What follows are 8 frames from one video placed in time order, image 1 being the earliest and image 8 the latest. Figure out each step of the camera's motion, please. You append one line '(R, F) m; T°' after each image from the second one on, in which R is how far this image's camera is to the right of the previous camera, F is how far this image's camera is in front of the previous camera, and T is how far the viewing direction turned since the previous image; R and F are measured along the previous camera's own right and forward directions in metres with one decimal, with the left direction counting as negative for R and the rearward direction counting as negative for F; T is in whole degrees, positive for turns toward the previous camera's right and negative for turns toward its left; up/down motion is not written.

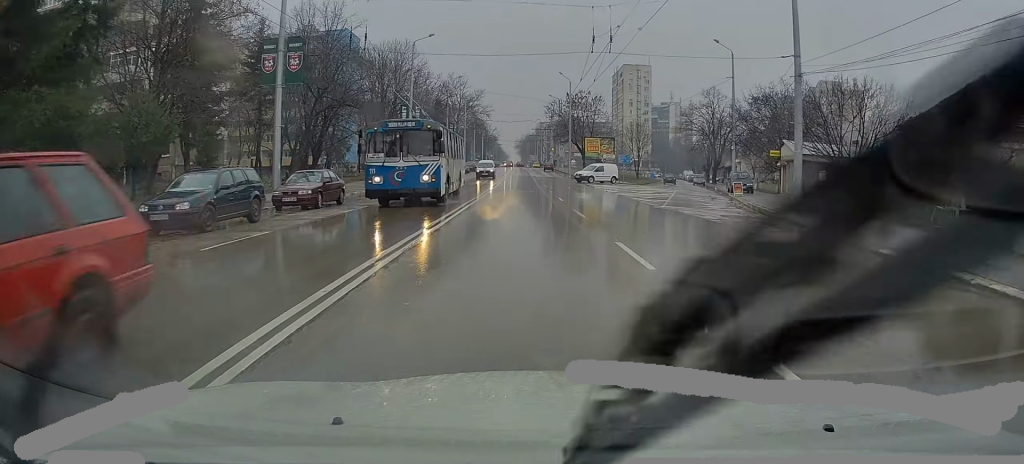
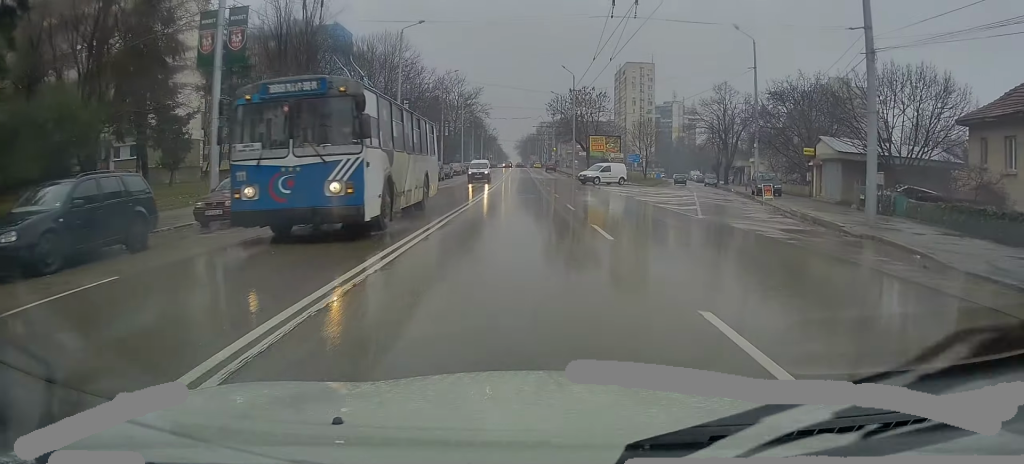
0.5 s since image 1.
(-0.1, +6.0) m; -1°
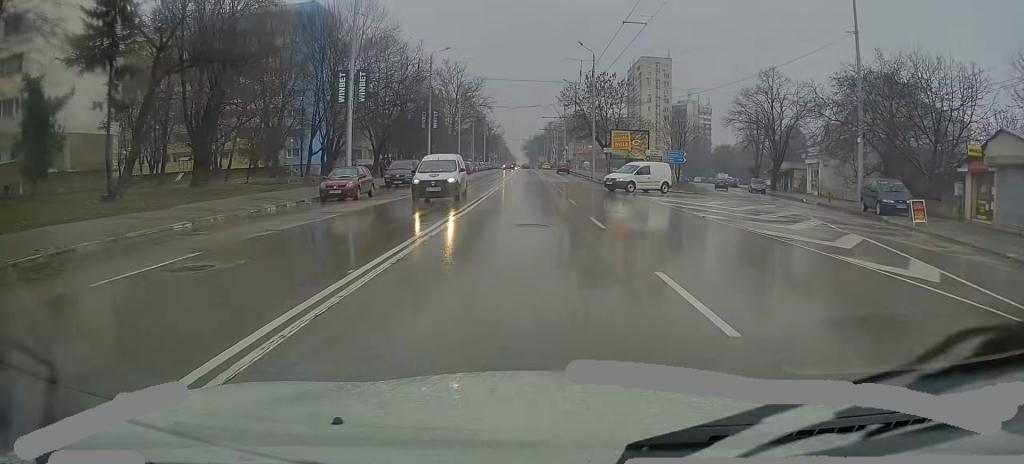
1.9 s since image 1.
(-0.1, +16.7) m; -1°
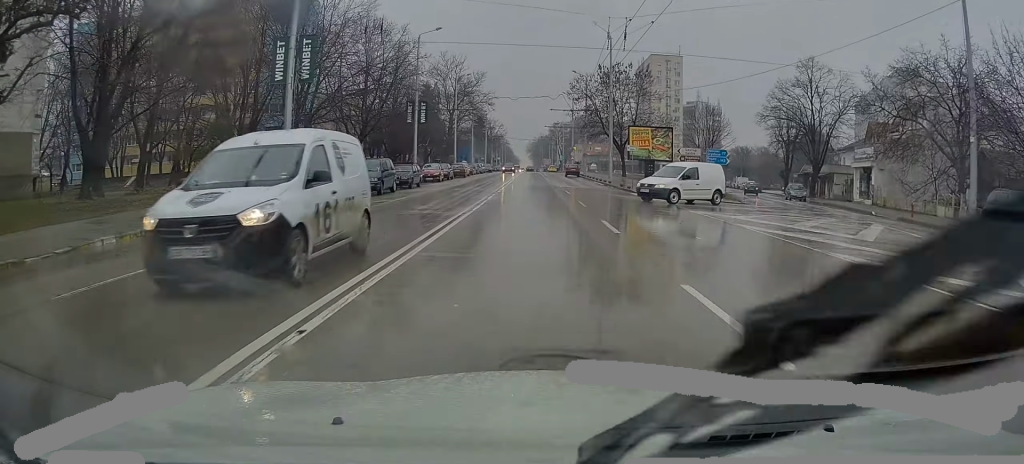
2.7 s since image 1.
(-0.1, +10.4) m; -1°
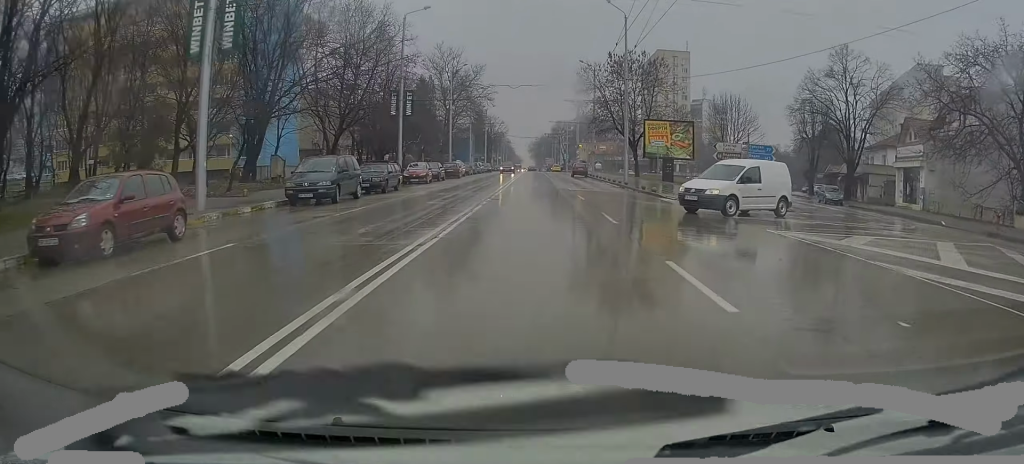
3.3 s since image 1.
(0.0, +7.6) m; -1°
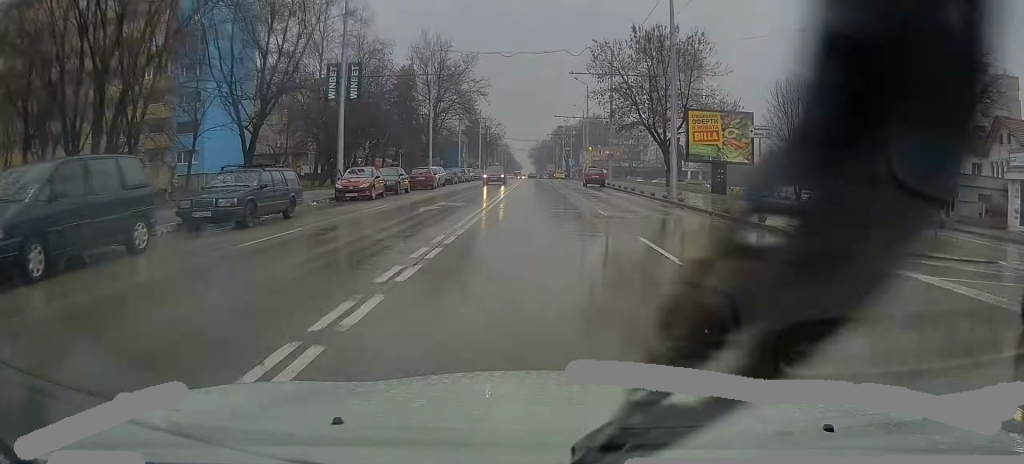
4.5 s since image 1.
(-0.4, +15.3) m; -1°
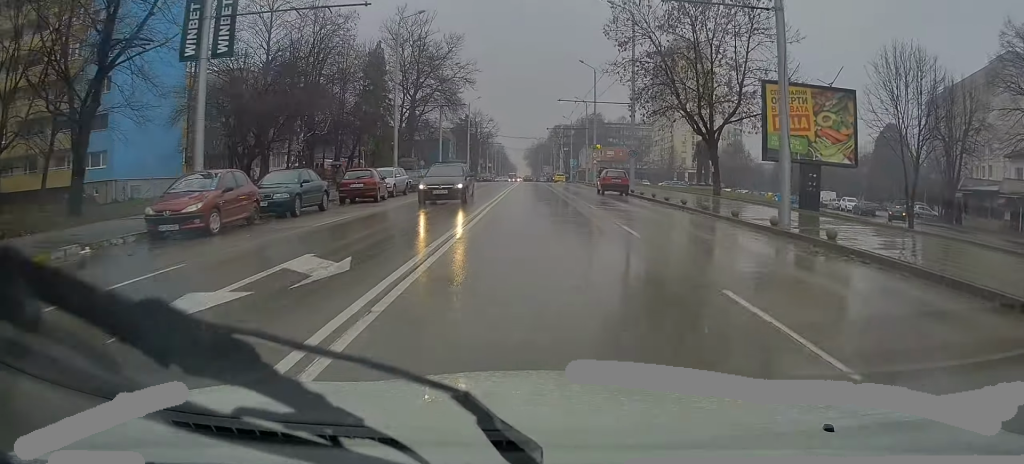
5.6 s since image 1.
(+0.2, +14.3) m; +3°
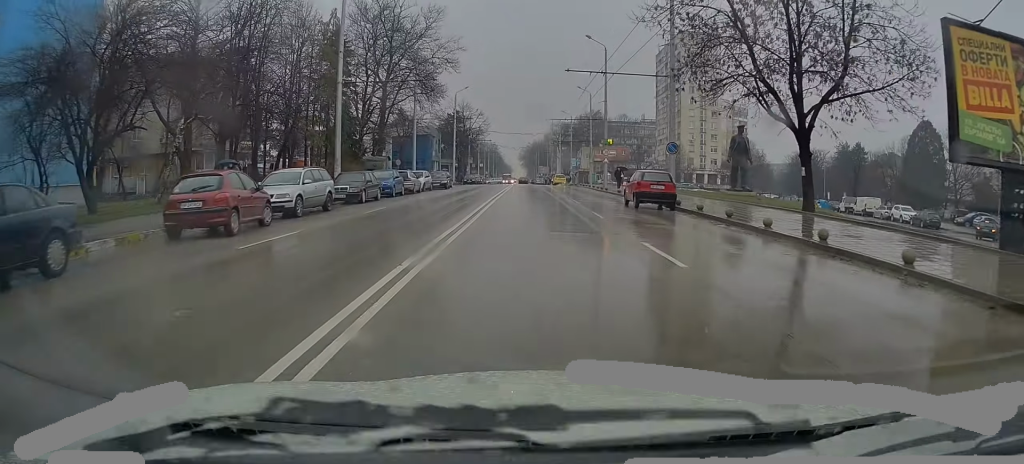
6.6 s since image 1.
(+0.4, +13.1) m; 0°
